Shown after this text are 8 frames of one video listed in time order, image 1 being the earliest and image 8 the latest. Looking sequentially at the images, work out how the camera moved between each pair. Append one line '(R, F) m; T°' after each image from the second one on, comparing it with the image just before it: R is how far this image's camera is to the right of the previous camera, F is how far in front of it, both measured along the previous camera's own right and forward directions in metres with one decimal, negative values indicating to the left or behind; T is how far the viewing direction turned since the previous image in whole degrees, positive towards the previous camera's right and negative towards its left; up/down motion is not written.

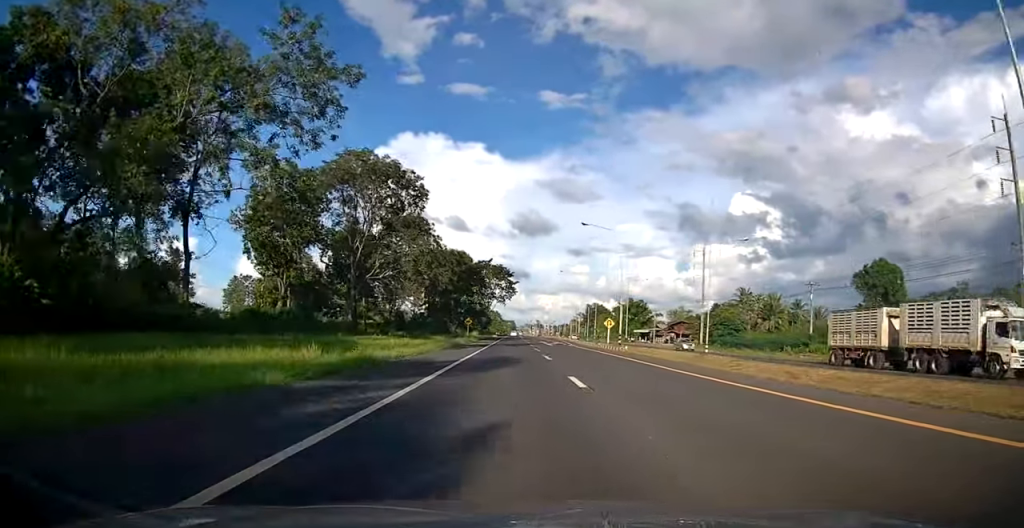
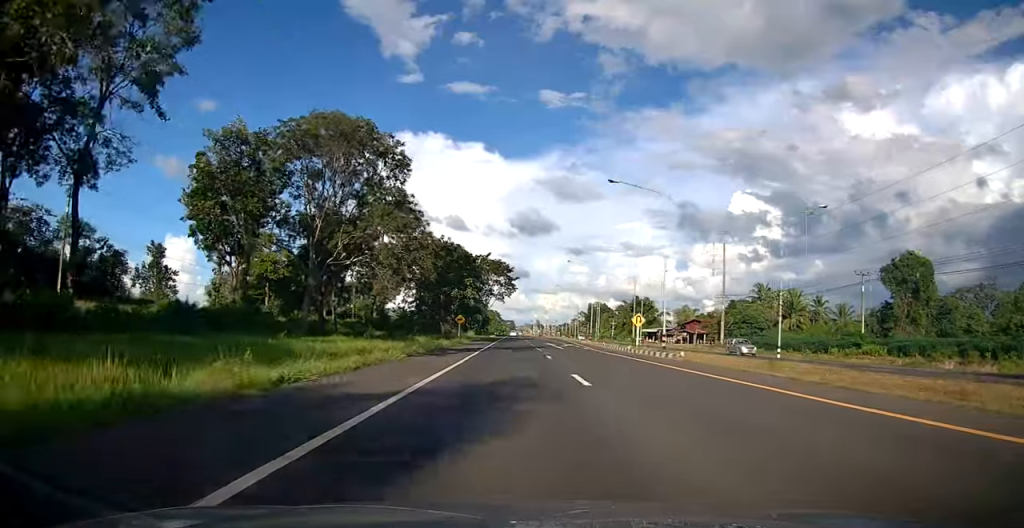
(-0.1, +11.9) m; 0°
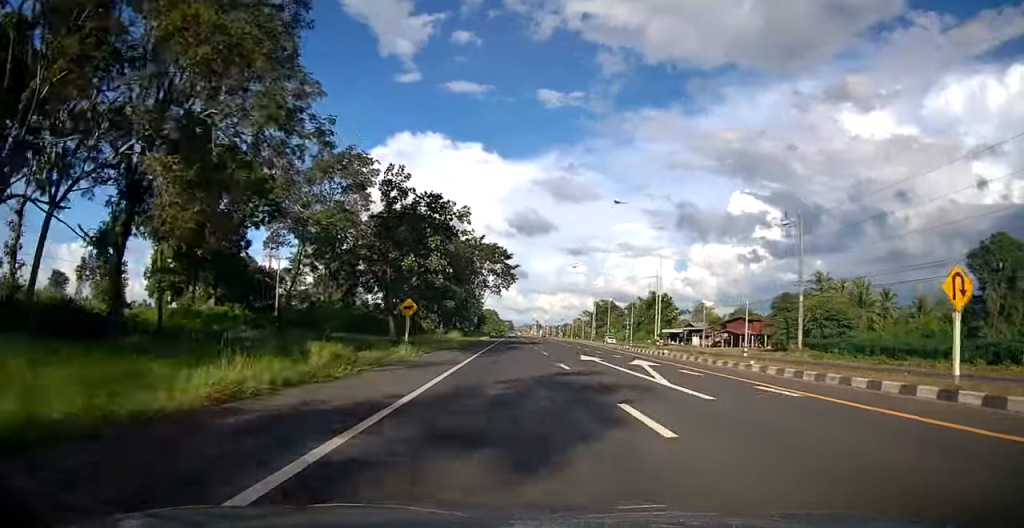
(-0.1, +30.0) m; 0°
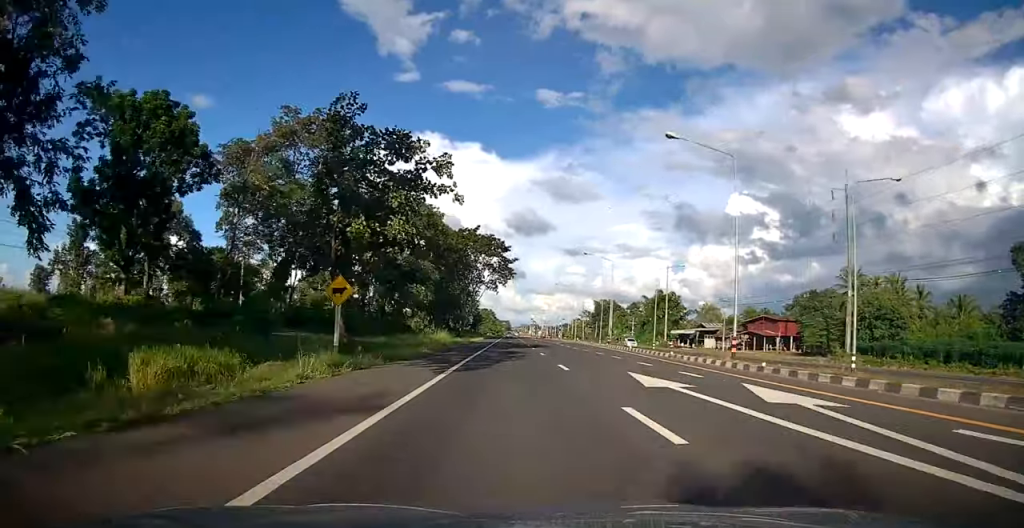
(0.0, +12.3) m; 0°
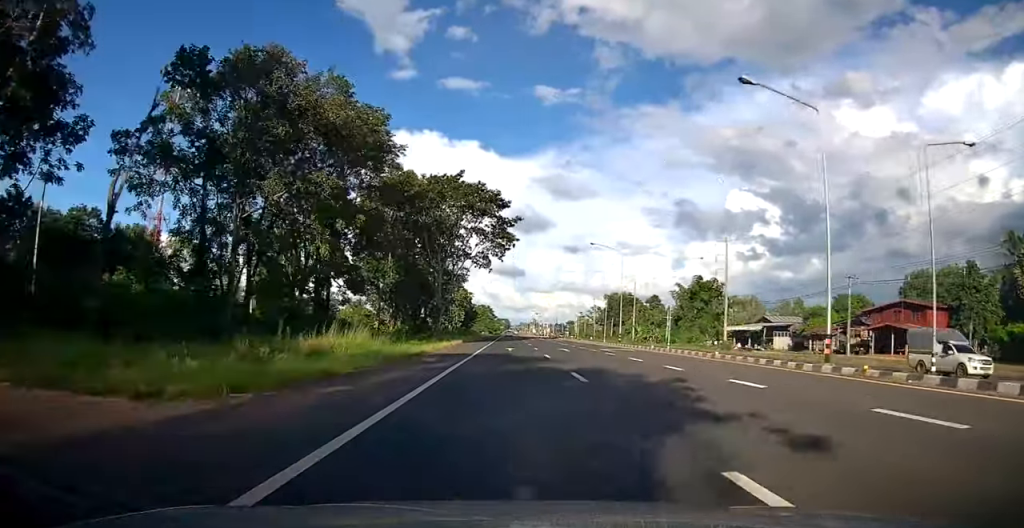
(+0.1, +40.2) m; +1°
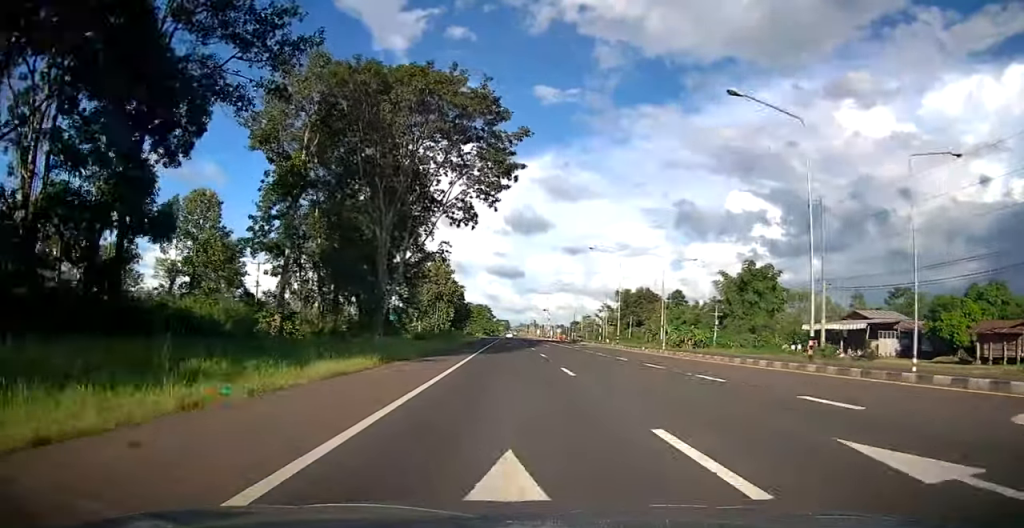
(+0.6, +33.8) m; +1°
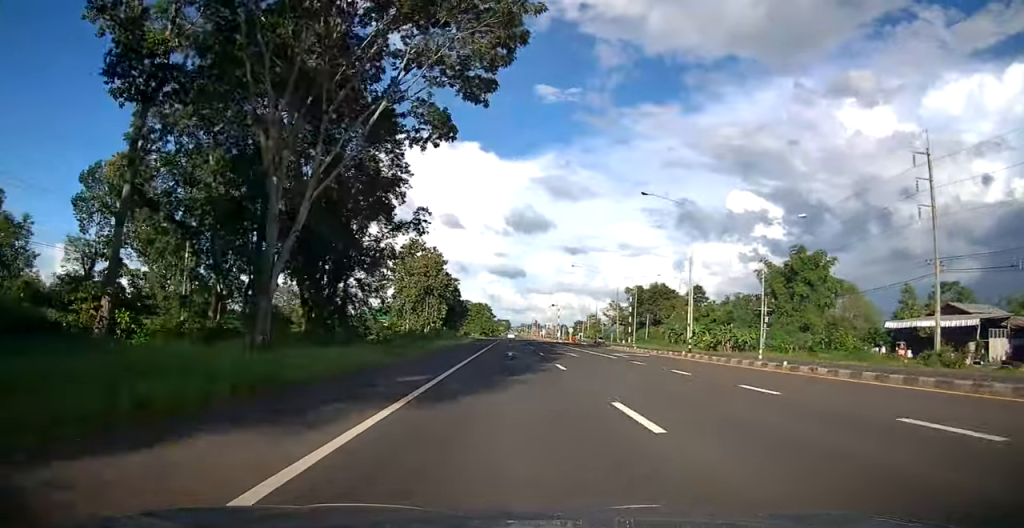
(-0.4, +21.1) m; -1°
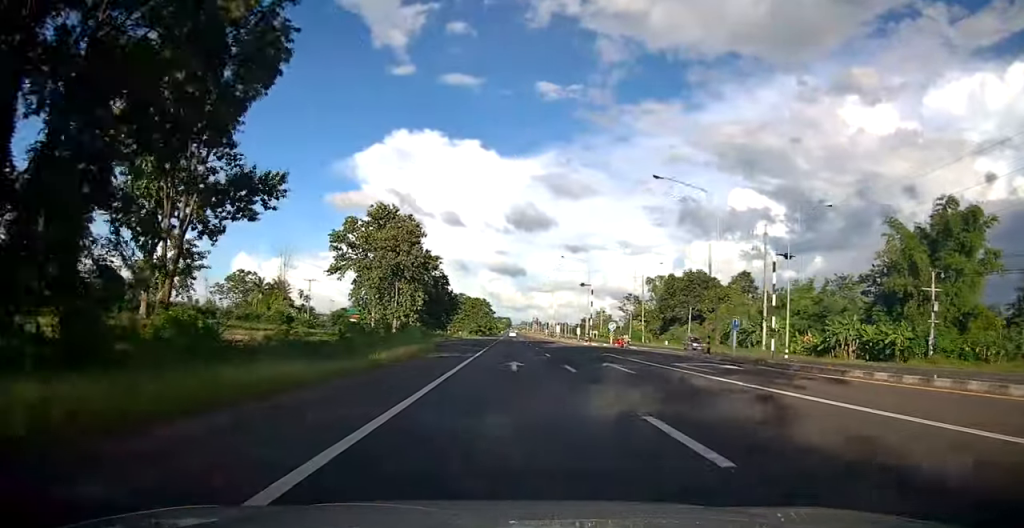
(0.0, +37.7) m; +1°
